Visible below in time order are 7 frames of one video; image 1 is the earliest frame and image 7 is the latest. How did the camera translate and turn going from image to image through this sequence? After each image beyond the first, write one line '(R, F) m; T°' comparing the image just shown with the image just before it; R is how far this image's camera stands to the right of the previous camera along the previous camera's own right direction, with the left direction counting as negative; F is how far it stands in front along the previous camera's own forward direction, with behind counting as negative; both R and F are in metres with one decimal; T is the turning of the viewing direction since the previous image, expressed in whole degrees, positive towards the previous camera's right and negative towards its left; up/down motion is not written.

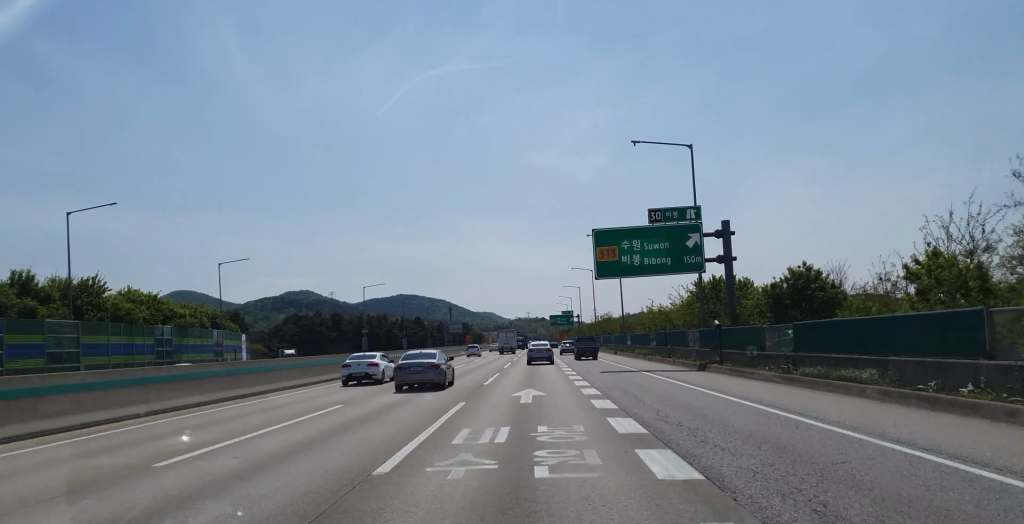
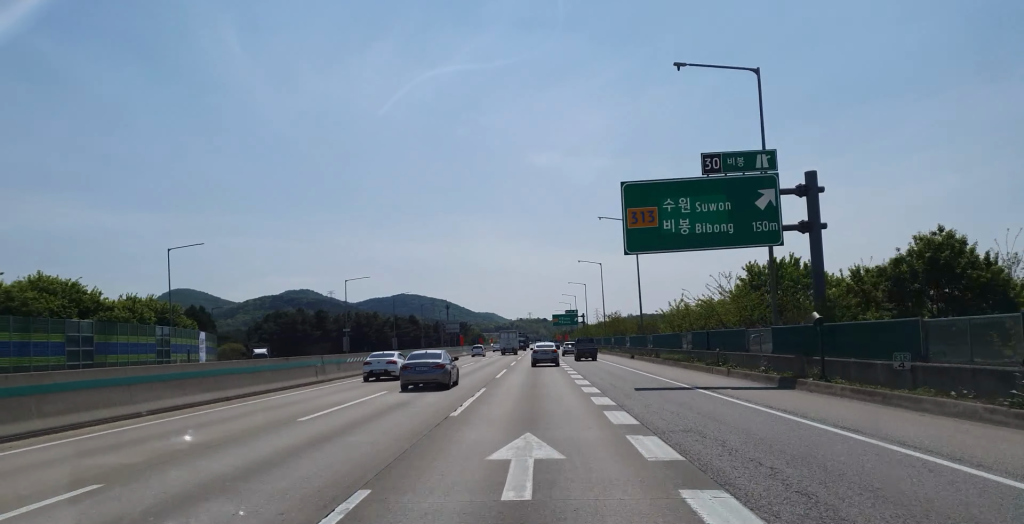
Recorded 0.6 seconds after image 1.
(-0.1, +13.1) m; 0°
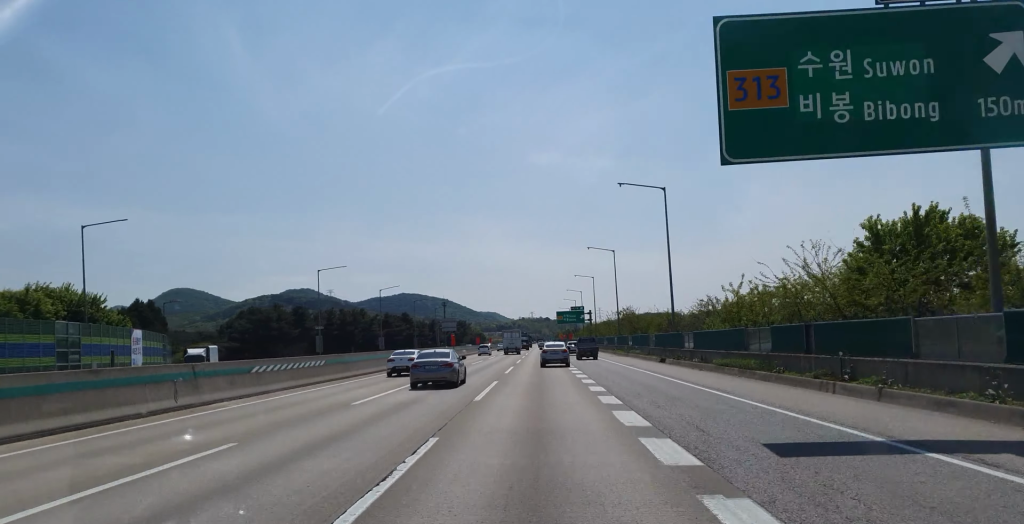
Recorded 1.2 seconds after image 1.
(0.0, +15.2) m; +1°
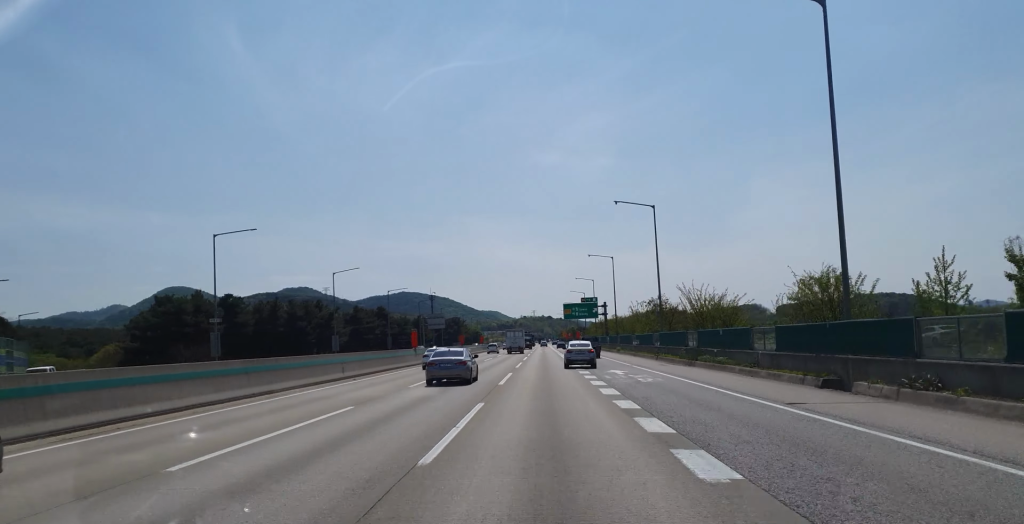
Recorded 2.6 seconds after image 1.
(+0.3, +31.7) m; 0°
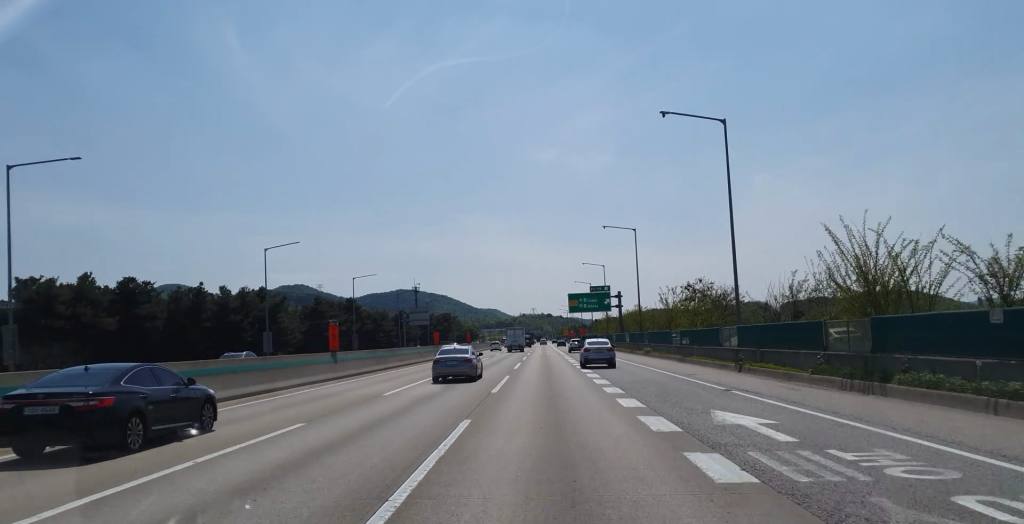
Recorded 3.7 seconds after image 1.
(-0.3, +25.2) m; 0°
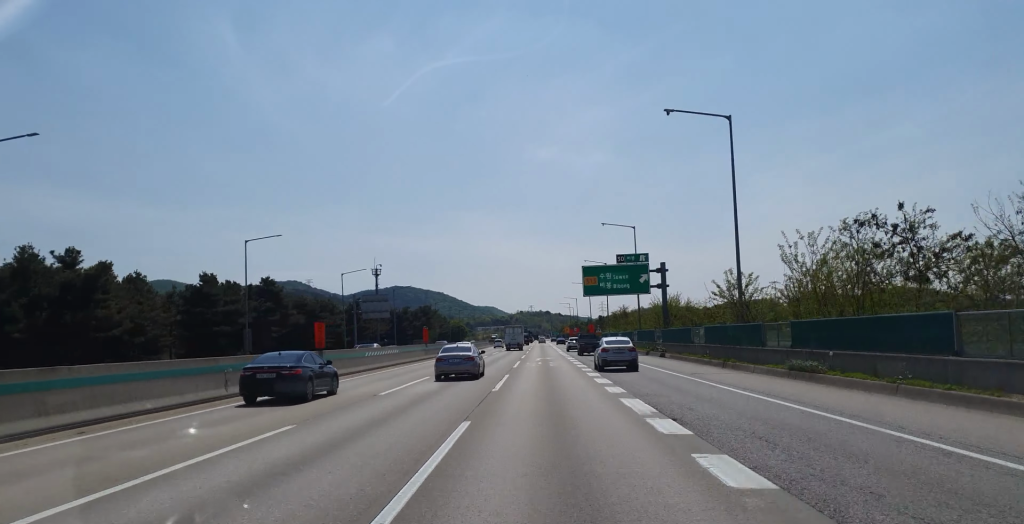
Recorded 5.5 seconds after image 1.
(+0.5, +40.5) m; 0°
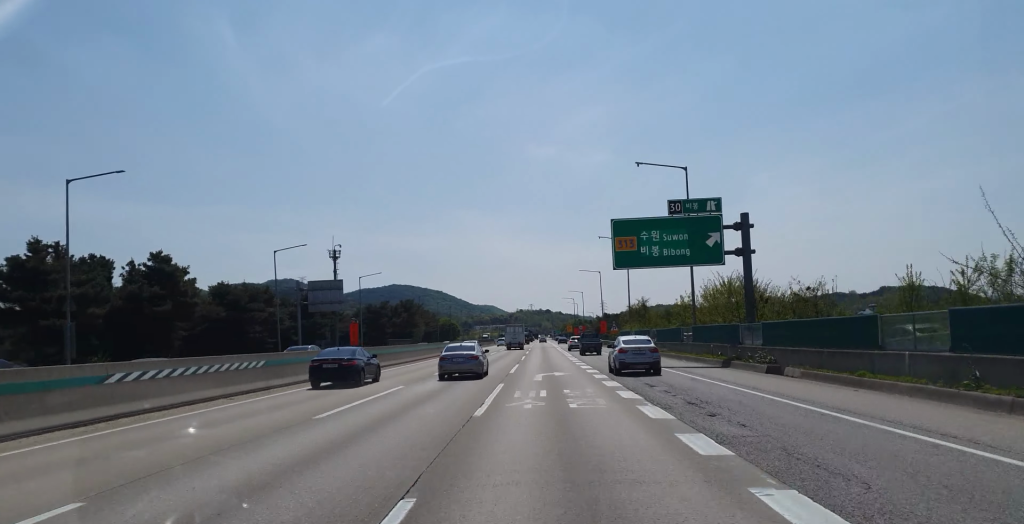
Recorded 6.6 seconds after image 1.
(-0.3, +27.8) m; 0°
